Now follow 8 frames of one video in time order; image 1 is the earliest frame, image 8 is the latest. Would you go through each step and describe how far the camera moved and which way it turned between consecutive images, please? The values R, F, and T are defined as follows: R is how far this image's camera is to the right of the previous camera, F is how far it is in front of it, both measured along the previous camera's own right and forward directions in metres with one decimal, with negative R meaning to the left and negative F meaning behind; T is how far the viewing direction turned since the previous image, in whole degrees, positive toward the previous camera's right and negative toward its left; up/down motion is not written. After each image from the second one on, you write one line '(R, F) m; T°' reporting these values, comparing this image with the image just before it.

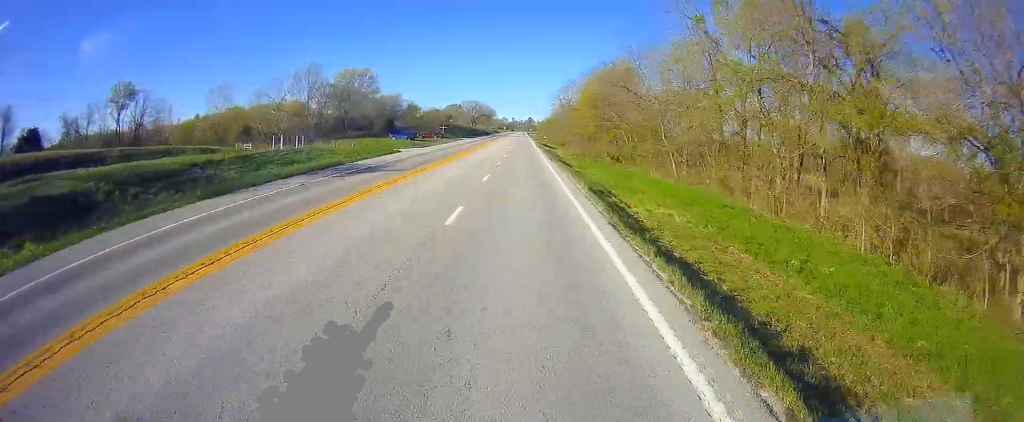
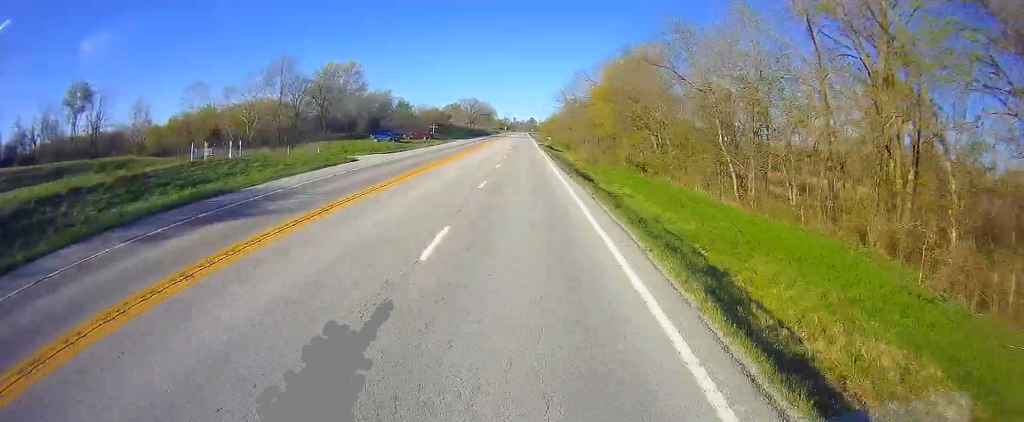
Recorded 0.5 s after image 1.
(-0.3, +15.5) m; 0°
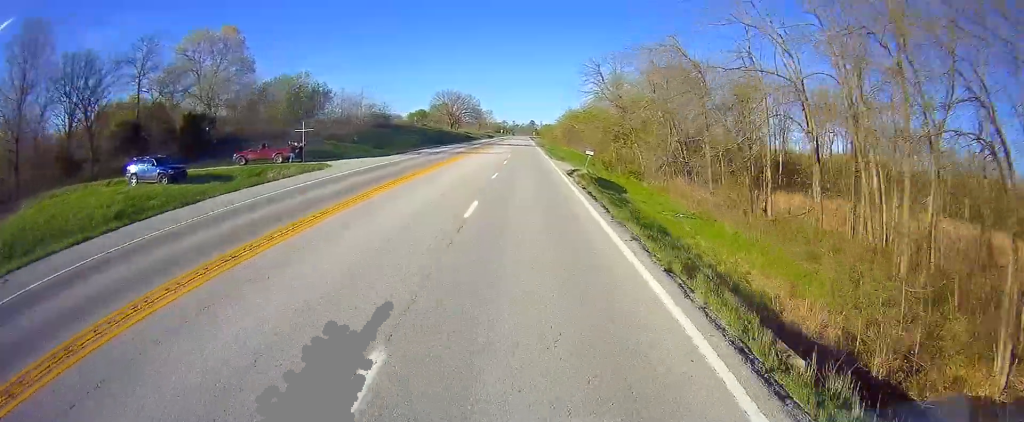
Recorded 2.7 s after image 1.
(+0.2, +66.8) m; -1°
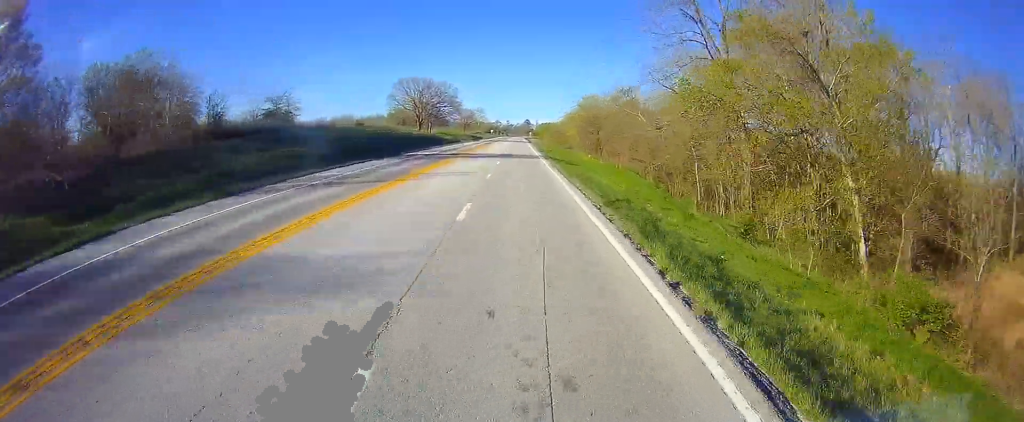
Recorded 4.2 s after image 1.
(+0.4, +48.1) m; +1°
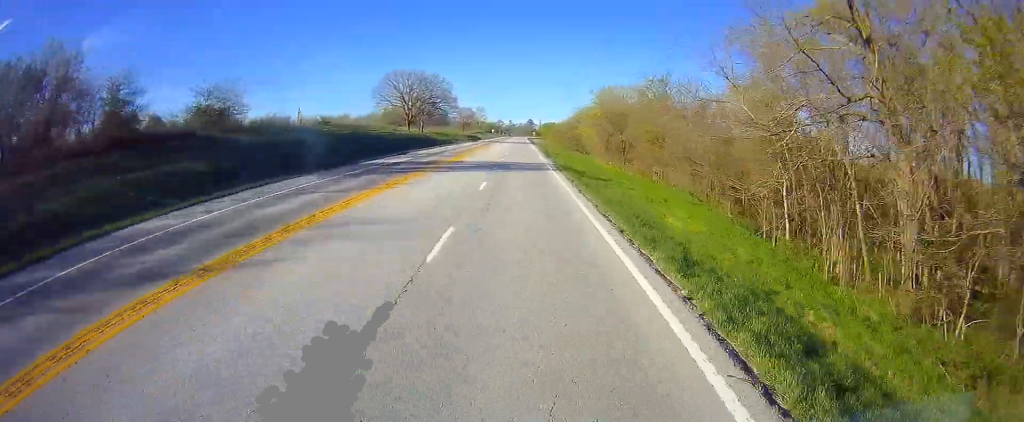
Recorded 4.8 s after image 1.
(+0.4, +16.4) m; 0°
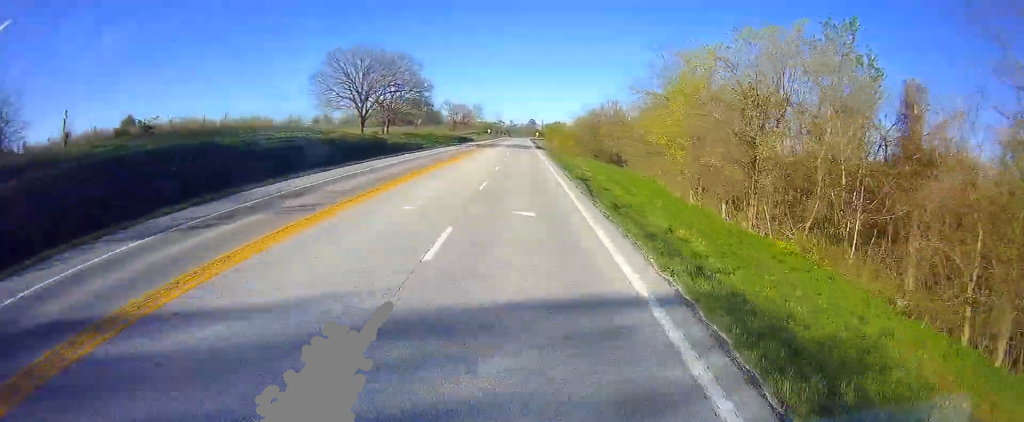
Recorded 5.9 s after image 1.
(-0.9, +35.9) m; -1°
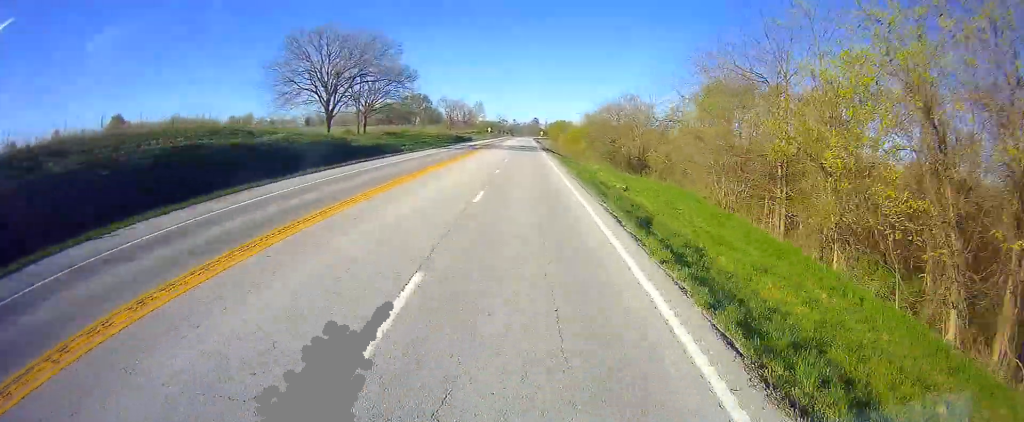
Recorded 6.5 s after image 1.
(0.0, +16.4) m; 0°
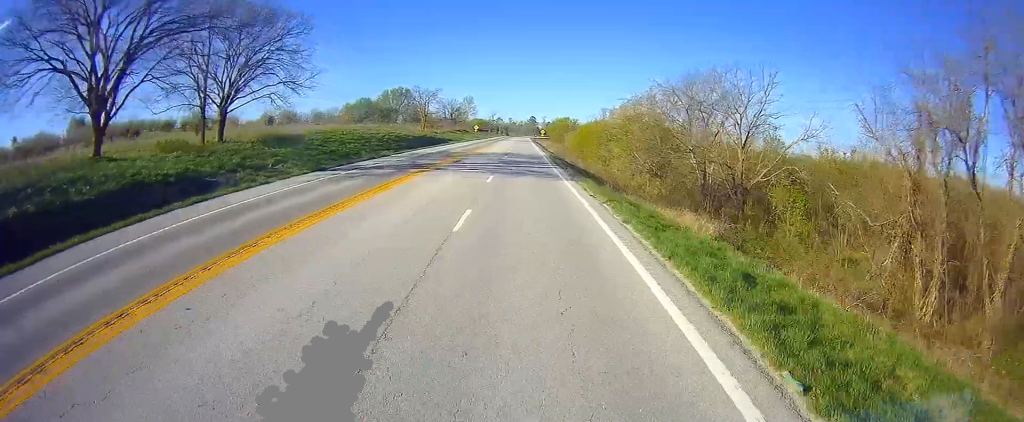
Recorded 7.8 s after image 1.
(+0.2, +41.0) m; +1°
